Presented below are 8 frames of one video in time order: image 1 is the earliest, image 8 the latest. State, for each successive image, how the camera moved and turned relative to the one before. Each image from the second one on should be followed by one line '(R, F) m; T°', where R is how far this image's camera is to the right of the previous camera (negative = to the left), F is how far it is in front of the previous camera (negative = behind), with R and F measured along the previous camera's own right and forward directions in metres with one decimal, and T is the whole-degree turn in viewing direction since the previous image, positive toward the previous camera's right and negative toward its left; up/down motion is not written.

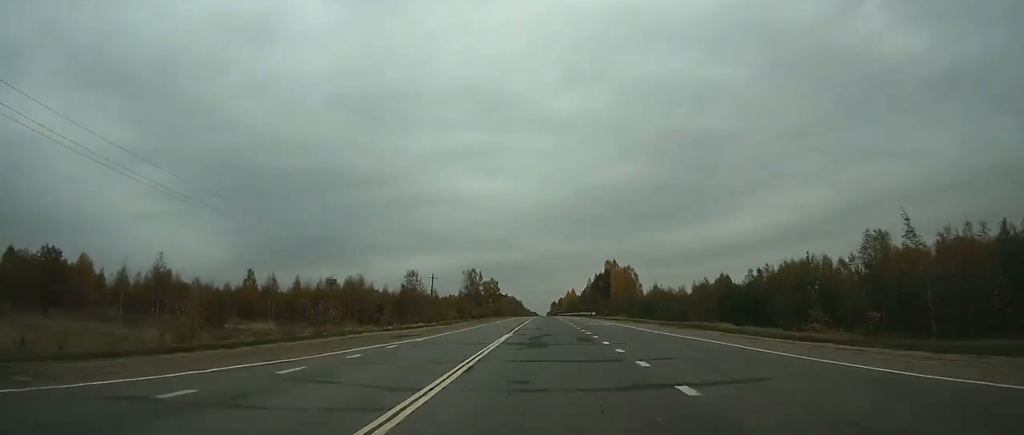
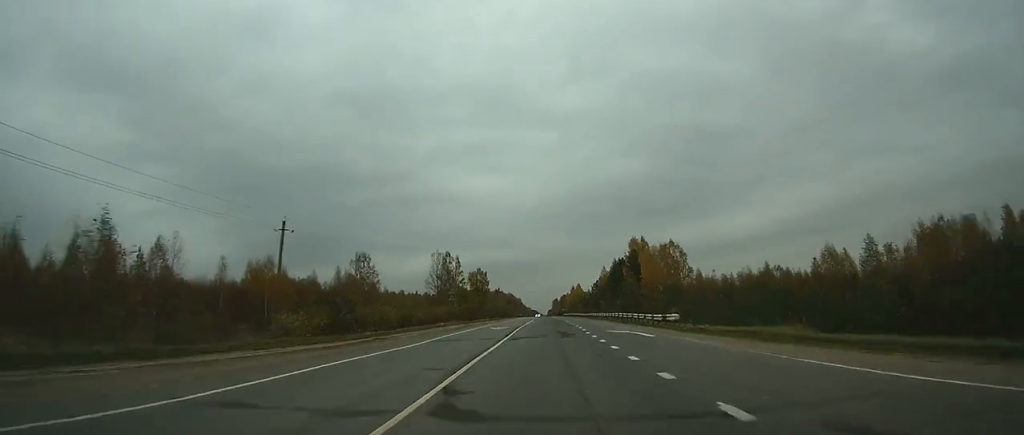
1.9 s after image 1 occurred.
(+0.2, +54.1) m; 0°
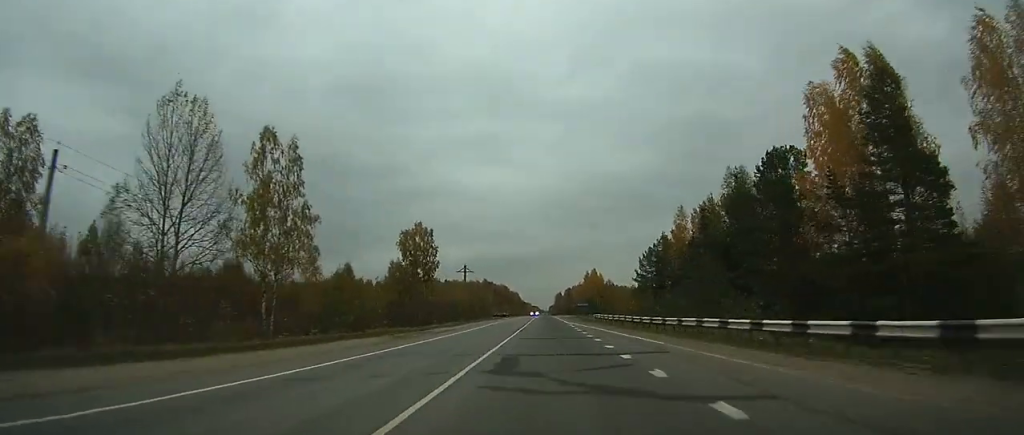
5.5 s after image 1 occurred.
(-0.2, +95.7) m; 0°
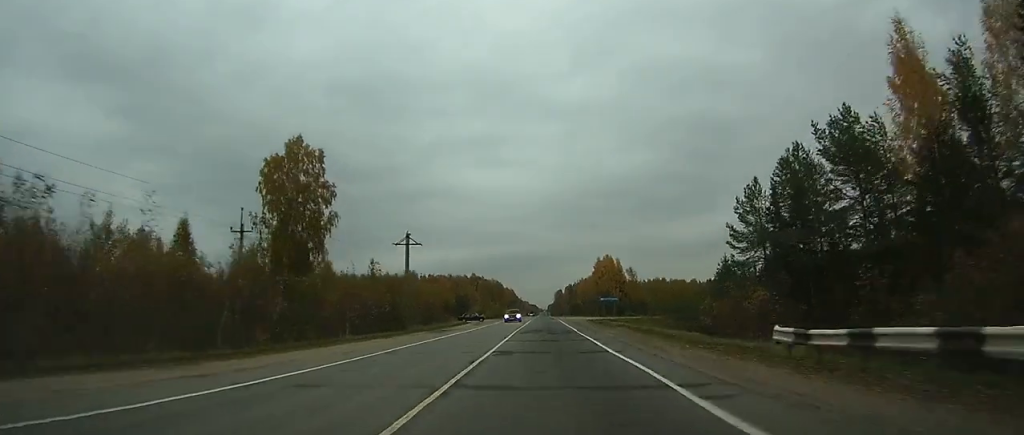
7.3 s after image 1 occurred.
(0.0, +52.6) m; 0°
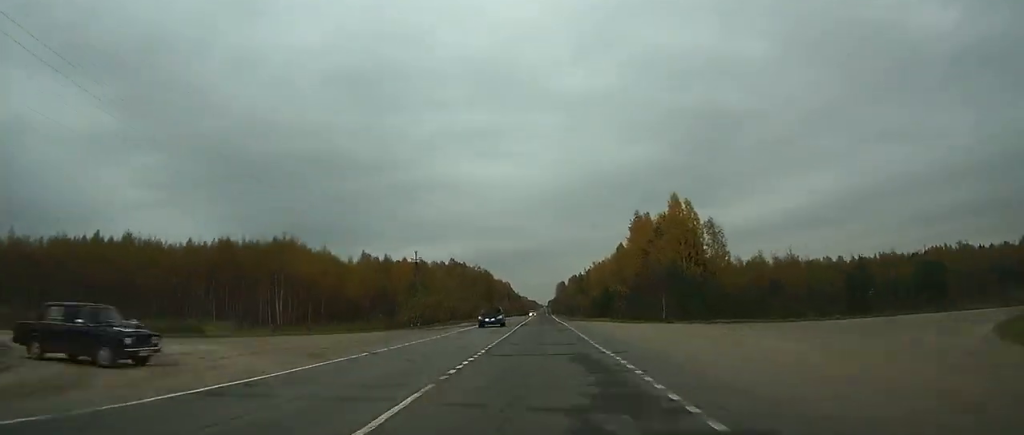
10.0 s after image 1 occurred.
(-0.1, +77.3) m; 0°
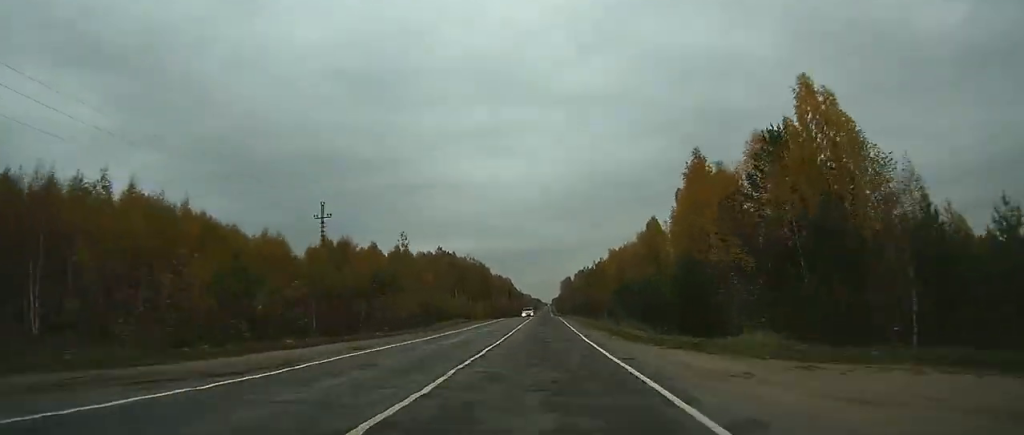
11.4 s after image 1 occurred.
(+0.1, +38.6) m; 0°
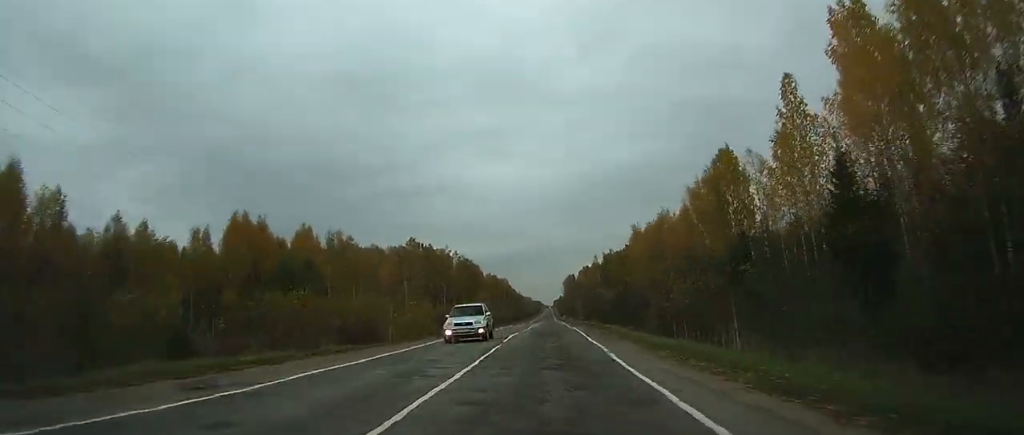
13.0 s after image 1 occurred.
(0.0, +42.6) m; 0°
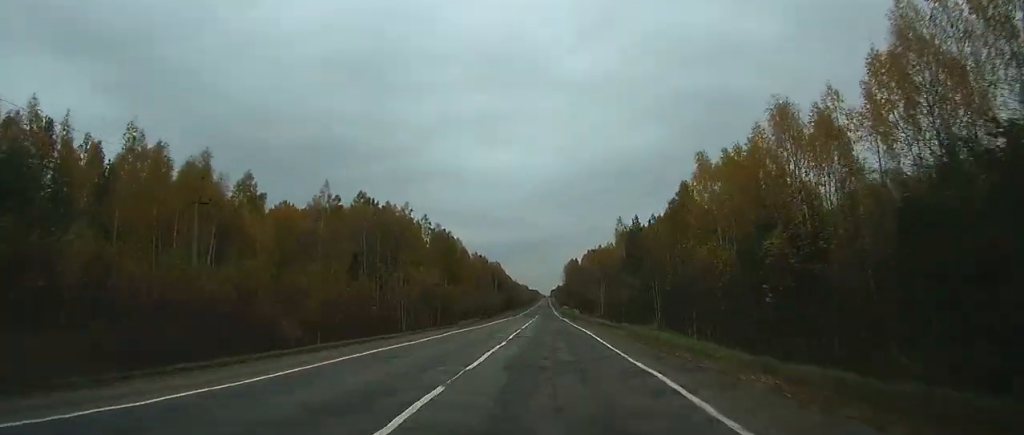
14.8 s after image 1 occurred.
(-0.1, +46.2) m; 0°
